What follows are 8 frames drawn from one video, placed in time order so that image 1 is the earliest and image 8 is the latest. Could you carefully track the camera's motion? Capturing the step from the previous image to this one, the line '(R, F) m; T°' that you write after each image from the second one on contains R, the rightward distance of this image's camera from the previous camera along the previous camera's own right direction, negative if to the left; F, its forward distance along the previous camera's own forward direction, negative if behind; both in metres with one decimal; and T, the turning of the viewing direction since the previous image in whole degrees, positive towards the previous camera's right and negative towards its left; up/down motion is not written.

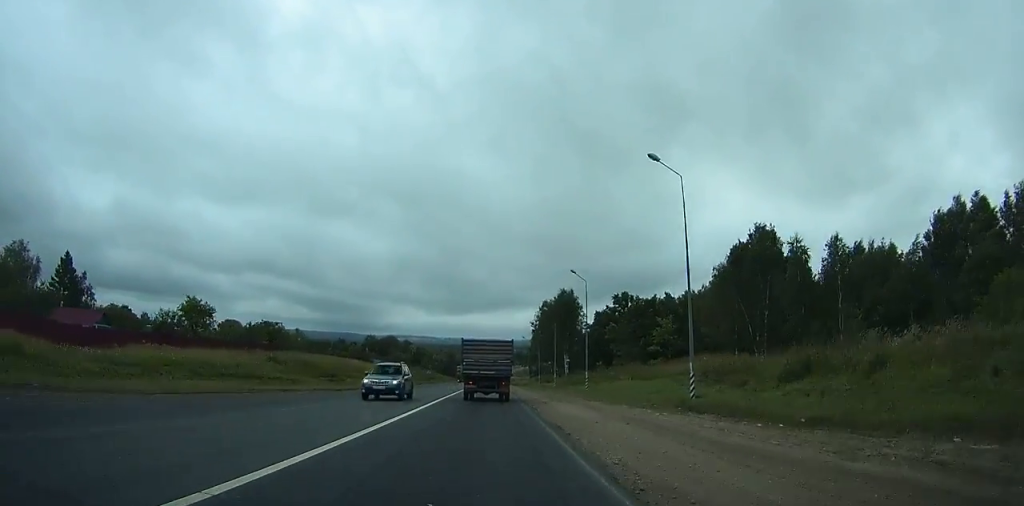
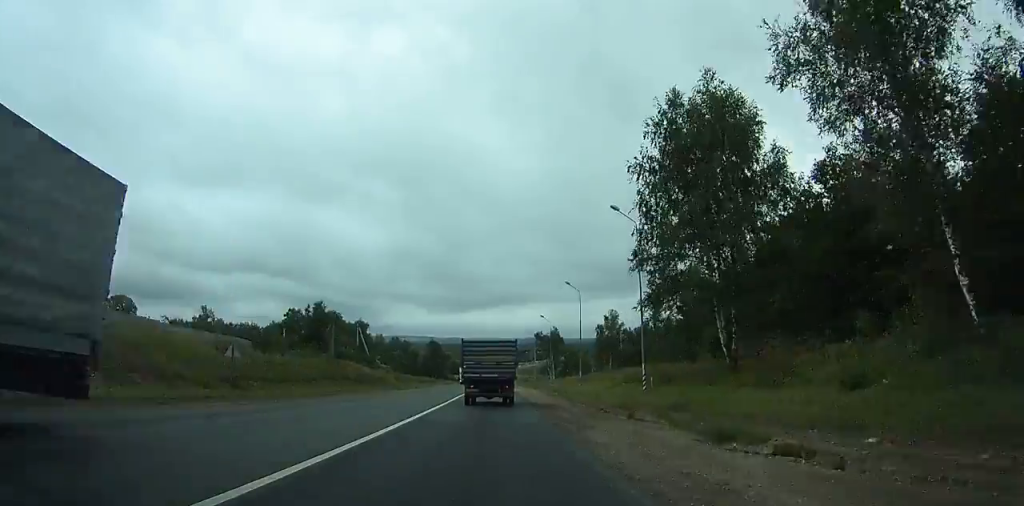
(0.0, +106.1) m; 0°
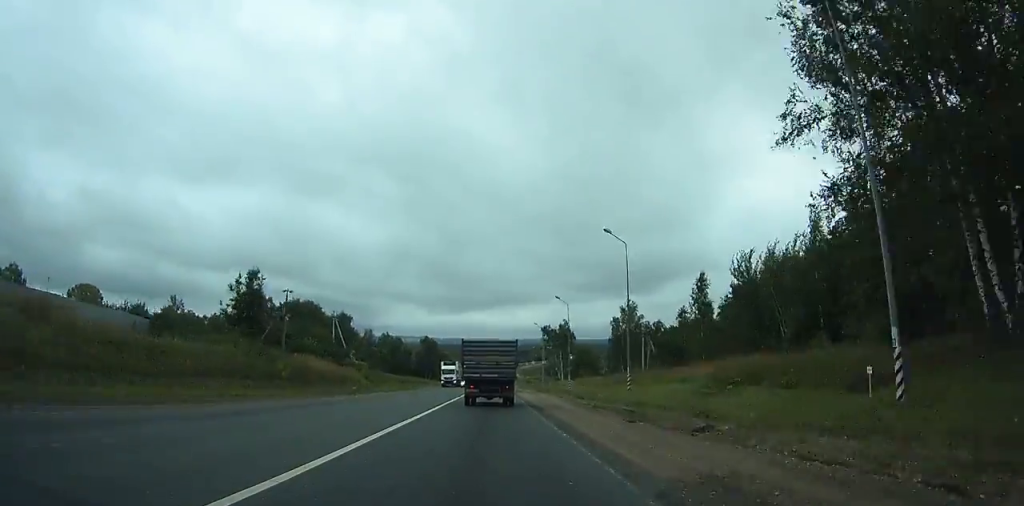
(0.0, +22.4) m; 0°
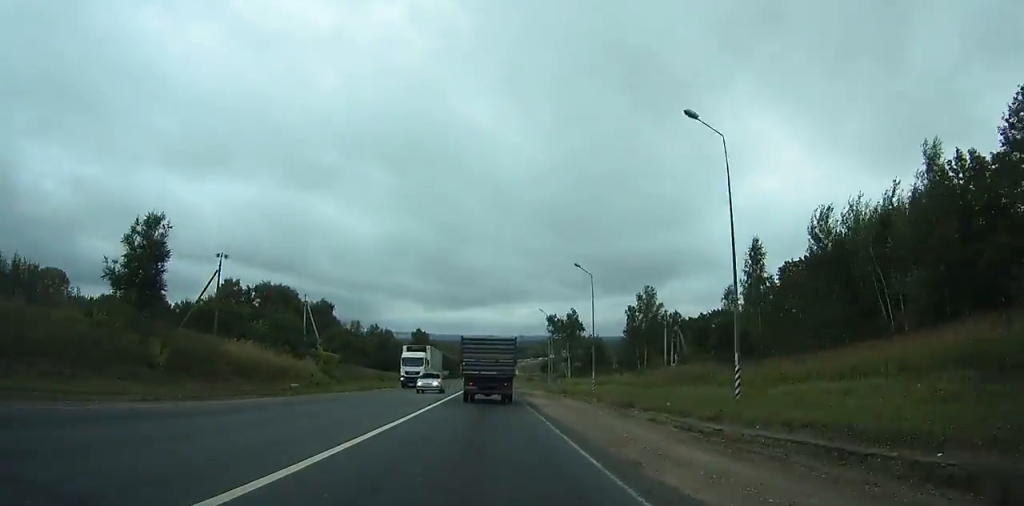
(0.0, +18.6) m; 0°
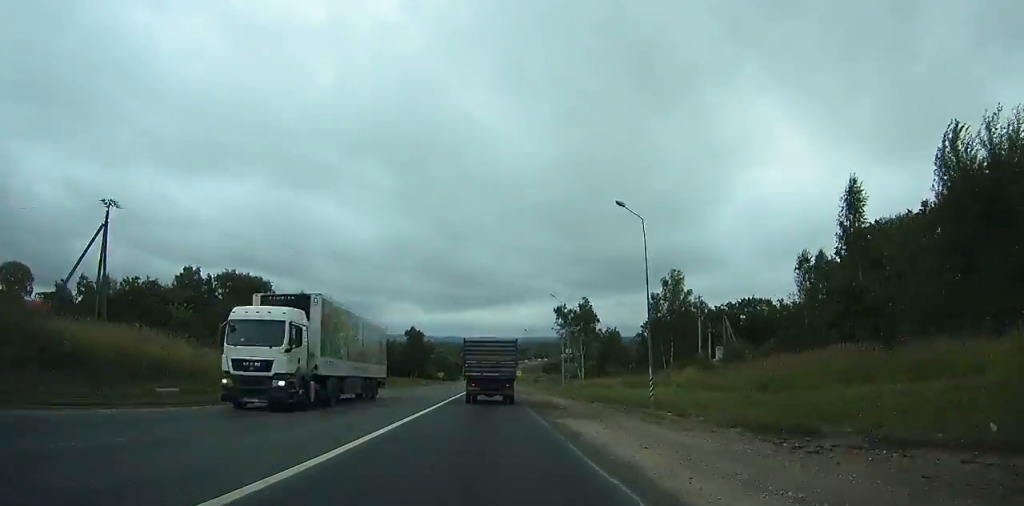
(0.0, +18.7) m; 0°
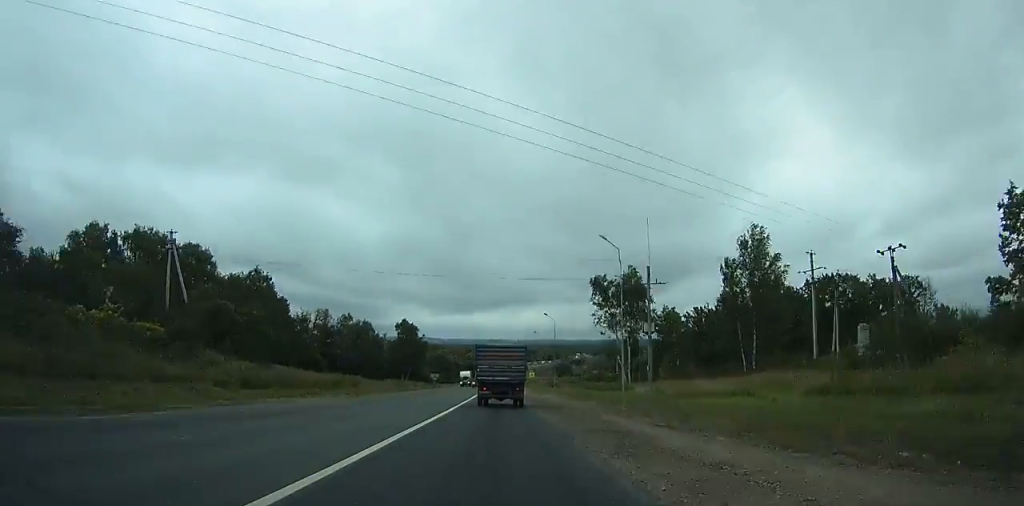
(0.0, +32.4) m; 0°
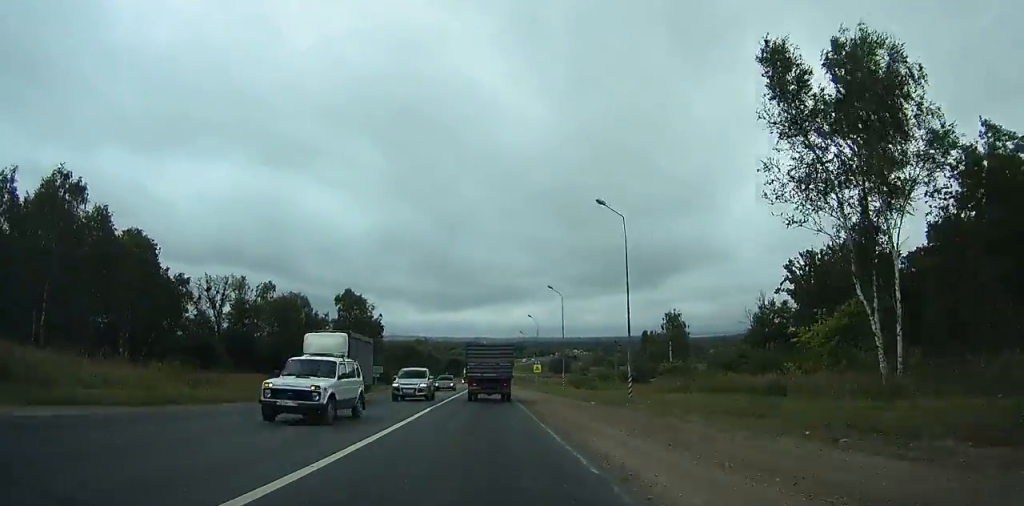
(0.0, +52.5) m; 0°
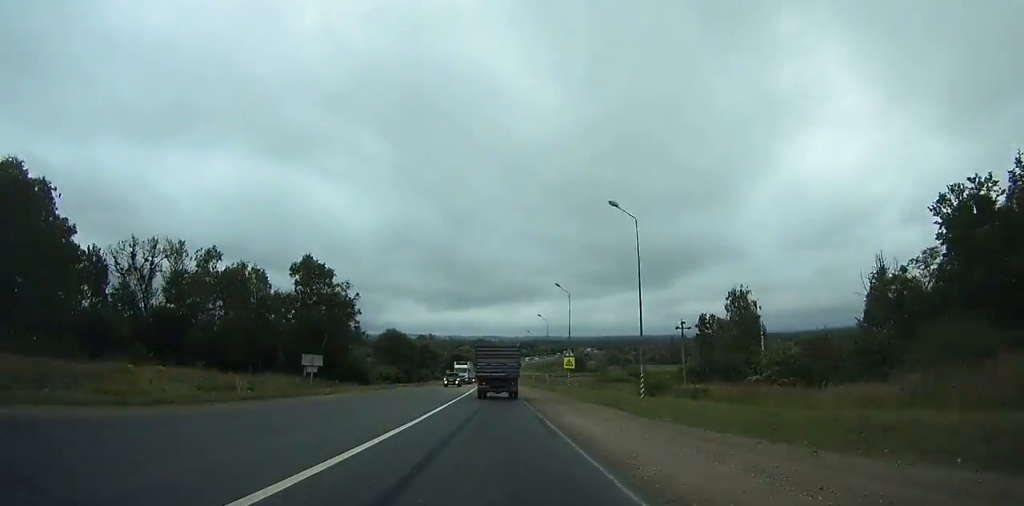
(0.0, +30.3) m; 0°
